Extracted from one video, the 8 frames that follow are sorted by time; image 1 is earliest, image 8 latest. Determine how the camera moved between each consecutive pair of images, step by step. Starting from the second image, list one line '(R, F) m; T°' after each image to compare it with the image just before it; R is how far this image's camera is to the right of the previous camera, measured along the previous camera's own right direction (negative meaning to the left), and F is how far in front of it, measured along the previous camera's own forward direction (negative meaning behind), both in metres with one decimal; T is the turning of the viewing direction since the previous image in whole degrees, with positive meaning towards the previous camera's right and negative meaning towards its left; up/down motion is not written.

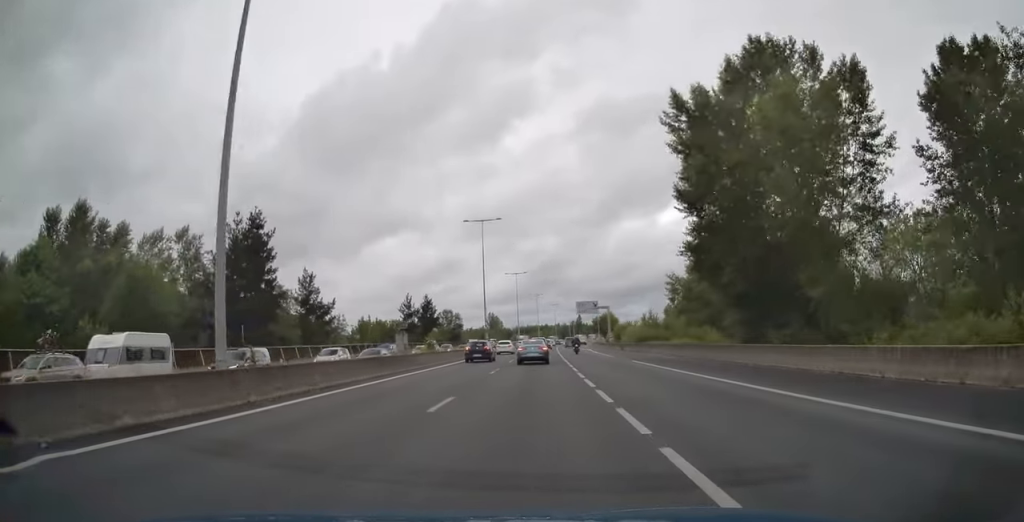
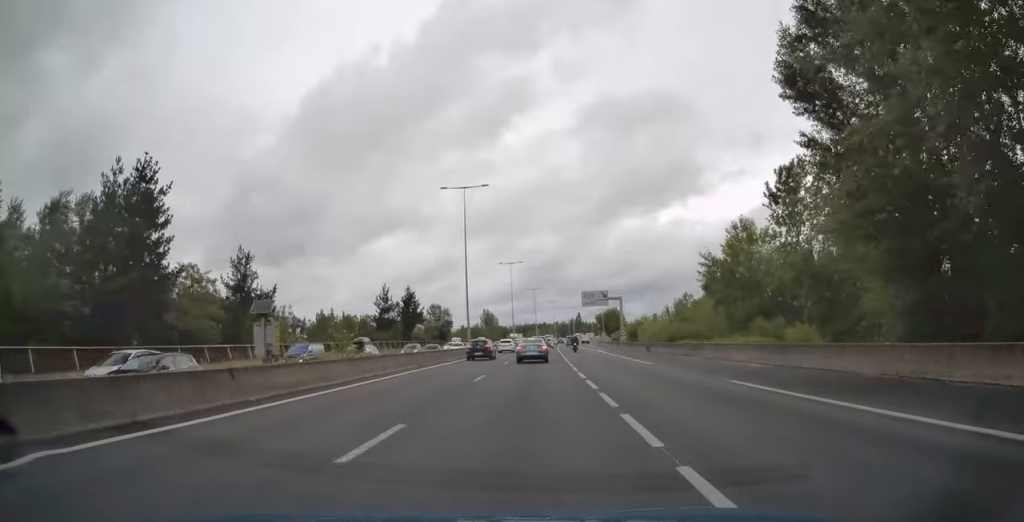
(0.0, +18.2) m; 0°
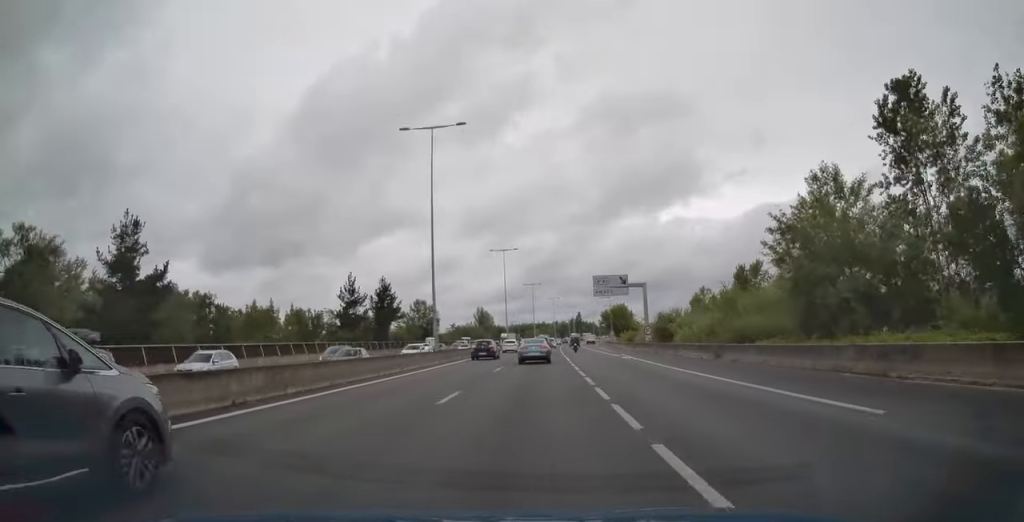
(0.0, +20.1) m; 0°
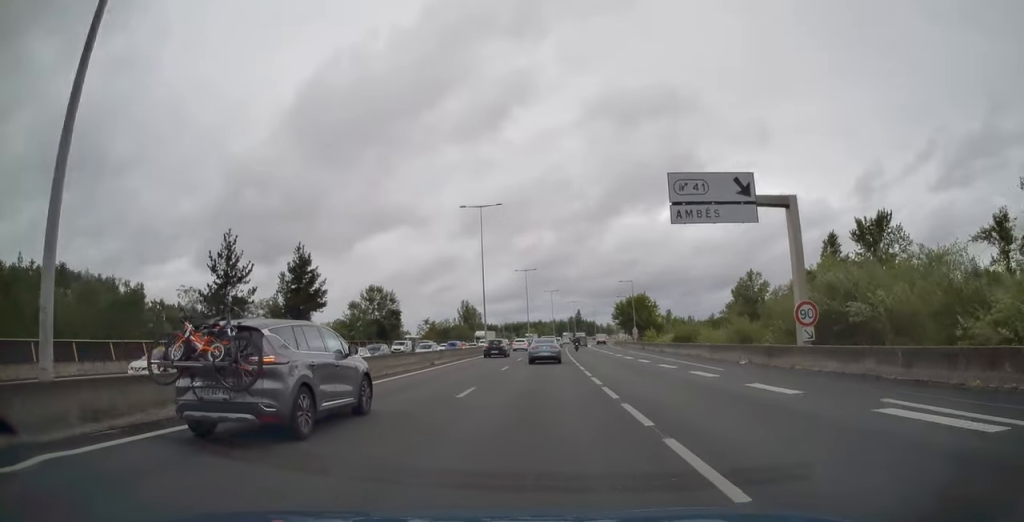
(+0.1, +38.4) m; 0°
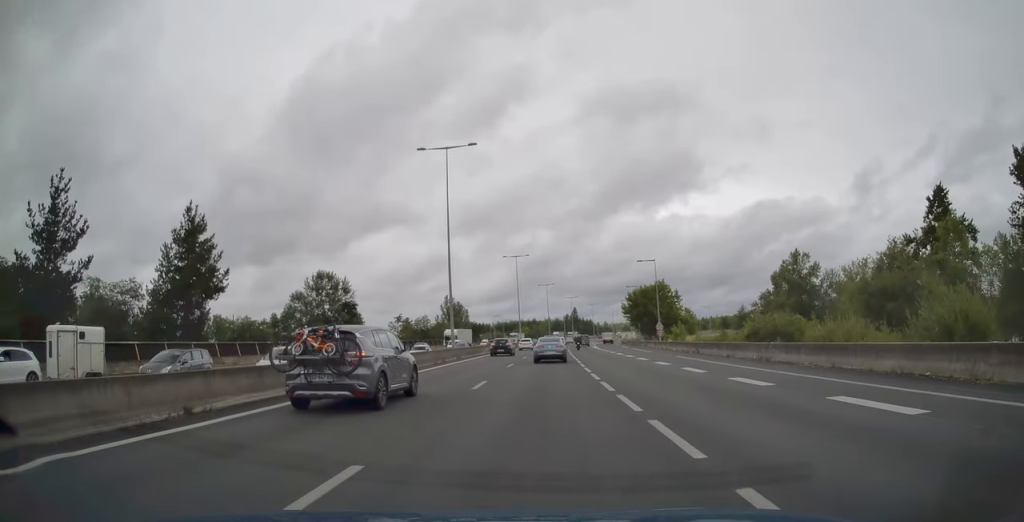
(+0.1, +24.4) m; 0°
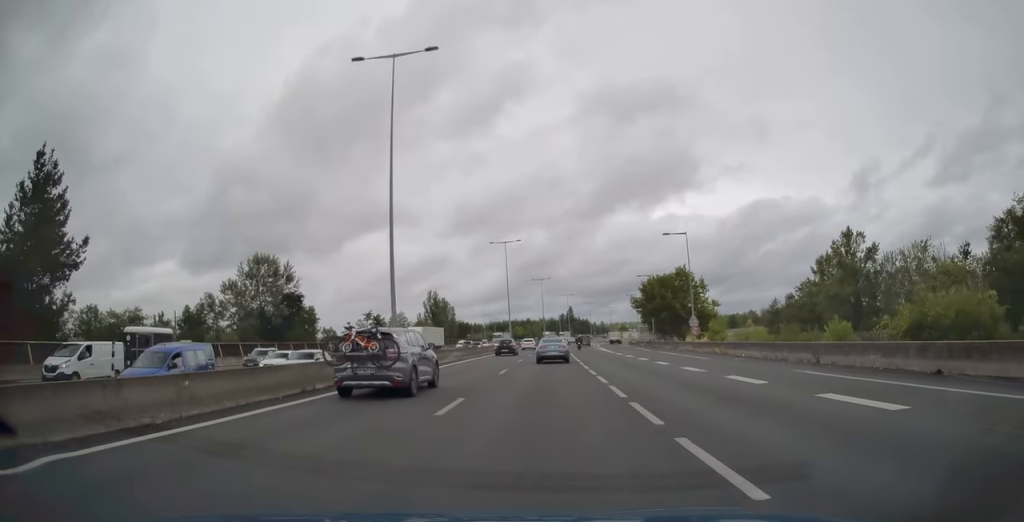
(0.0, +19.1) m; 0°
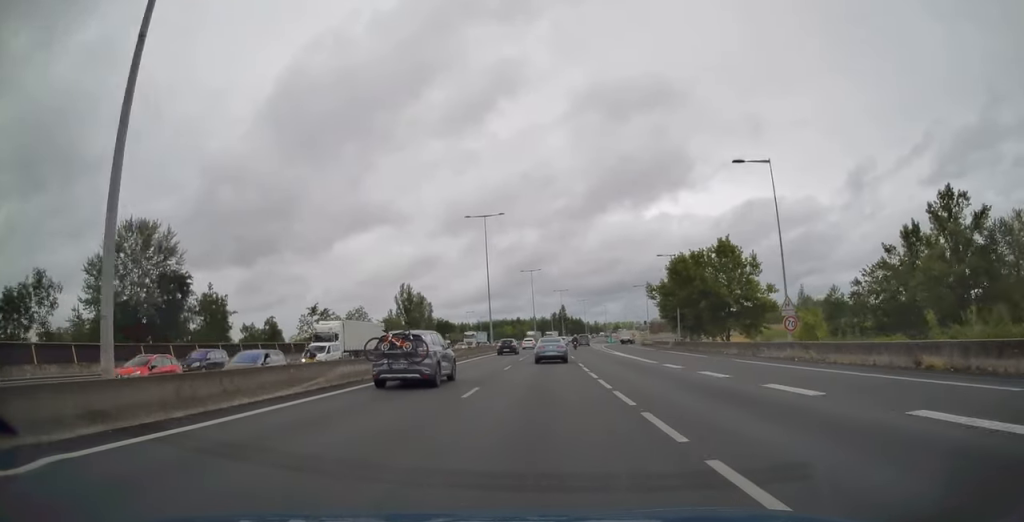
(+0.1, +23.1) m; +1°
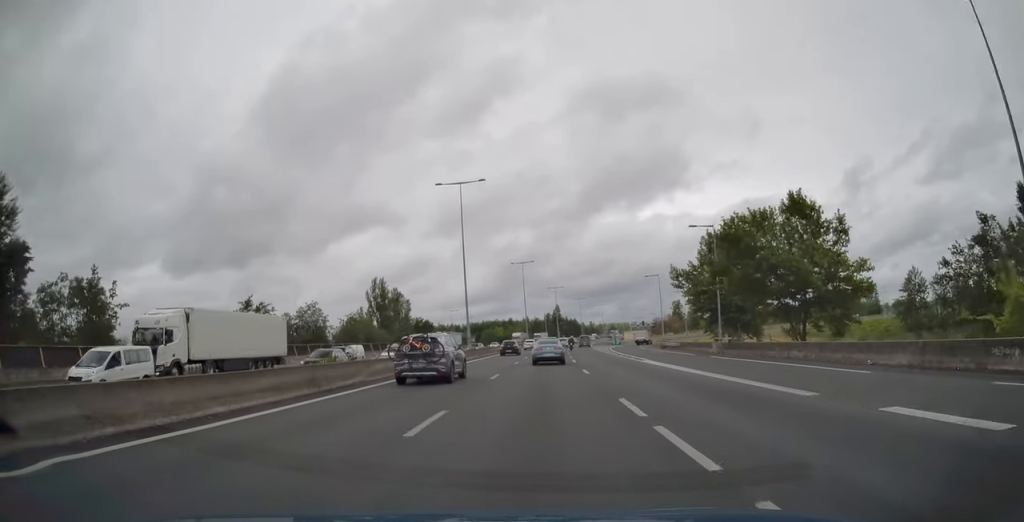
(+0.1, +18.7) m; +1°
